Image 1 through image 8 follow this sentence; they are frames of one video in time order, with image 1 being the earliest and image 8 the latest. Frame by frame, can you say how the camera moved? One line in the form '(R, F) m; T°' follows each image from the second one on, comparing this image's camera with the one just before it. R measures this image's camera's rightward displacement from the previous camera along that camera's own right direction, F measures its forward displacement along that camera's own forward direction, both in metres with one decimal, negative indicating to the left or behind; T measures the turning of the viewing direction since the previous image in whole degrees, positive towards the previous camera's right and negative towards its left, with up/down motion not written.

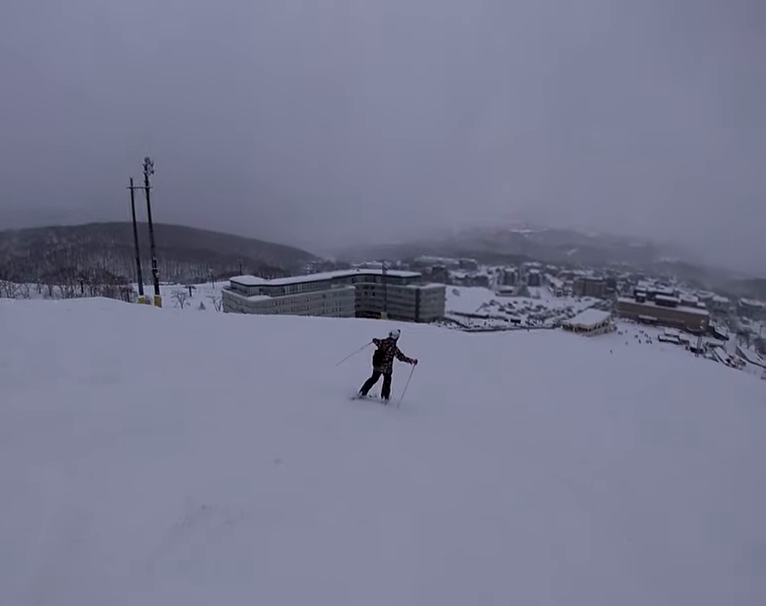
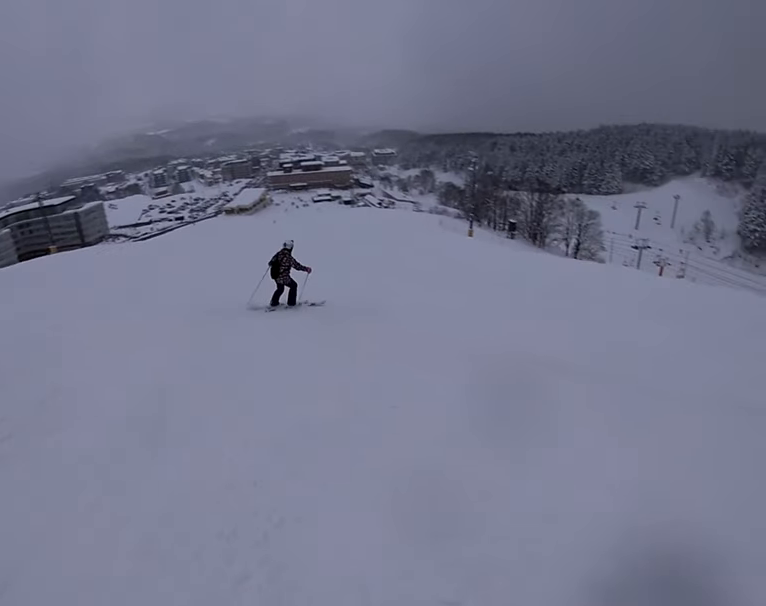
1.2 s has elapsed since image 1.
(+2.1, +4.7) m; +36°
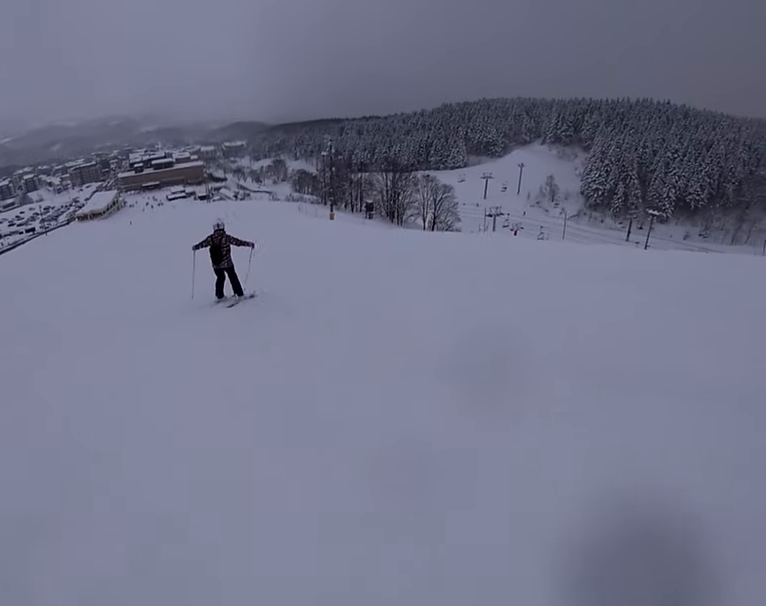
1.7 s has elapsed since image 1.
(+0.3, +2.4) m; +6°
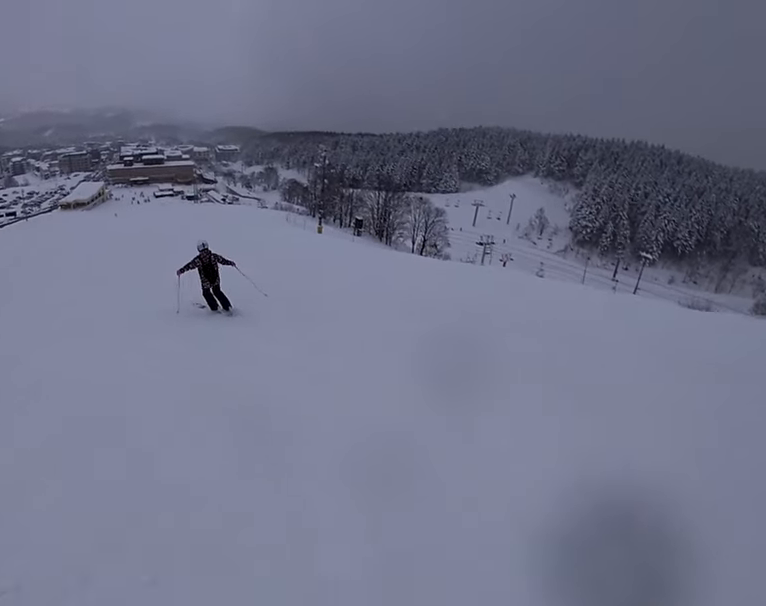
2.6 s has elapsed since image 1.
(-0.3, +4.4) m; -5°
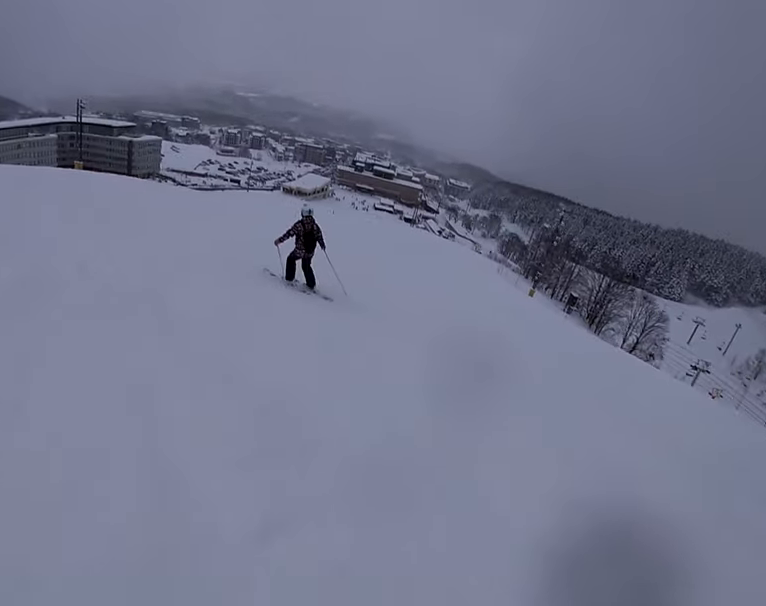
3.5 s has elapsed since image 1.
(+0.1, +4.7) m; -14°
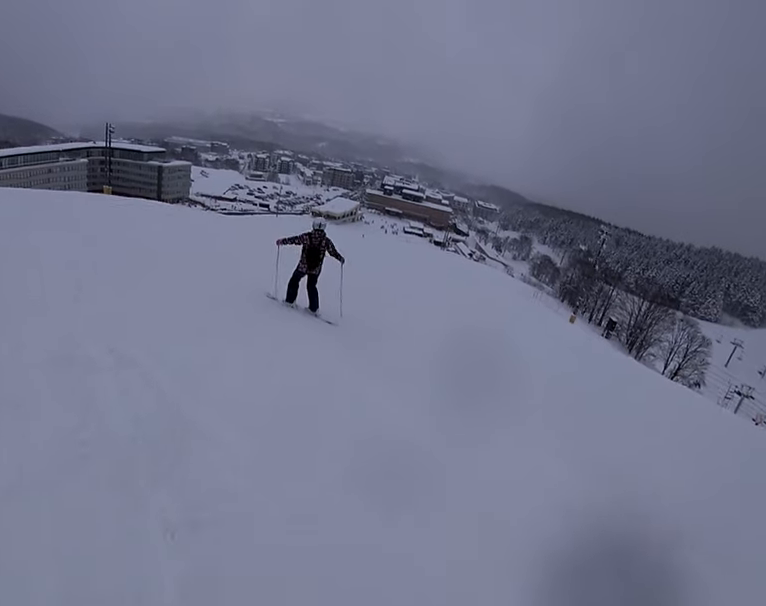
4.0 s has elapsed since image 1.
(-0.6, +2.2) m; 0°
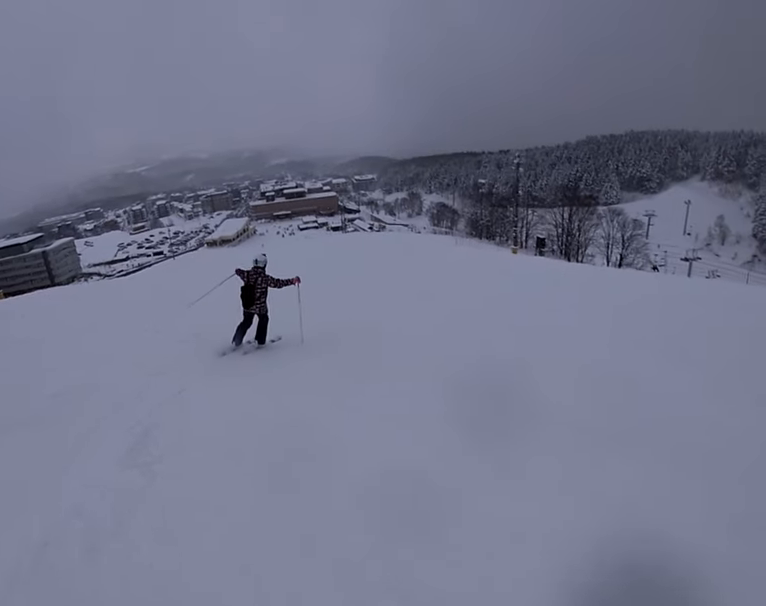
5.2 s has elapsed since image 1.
(+0.1, +5.8) m; +14°
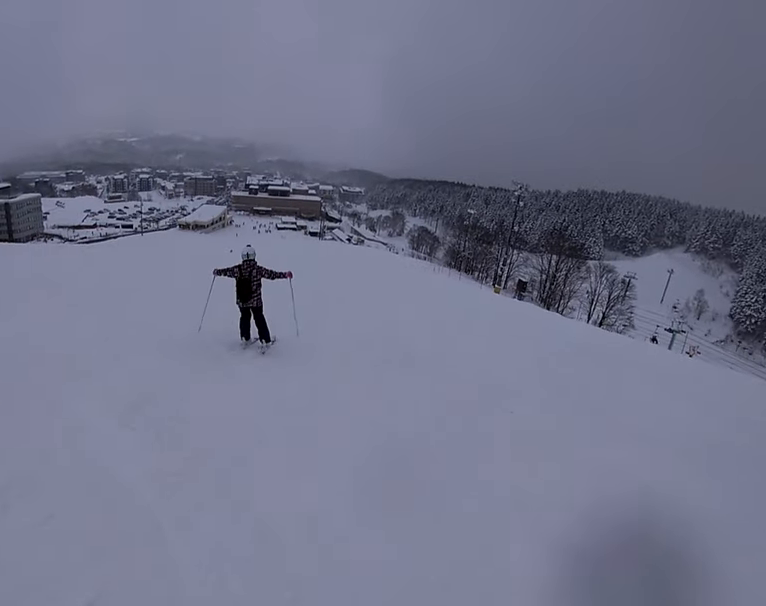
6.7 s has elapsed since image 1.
(+1.4, +7.7) m; +6°
